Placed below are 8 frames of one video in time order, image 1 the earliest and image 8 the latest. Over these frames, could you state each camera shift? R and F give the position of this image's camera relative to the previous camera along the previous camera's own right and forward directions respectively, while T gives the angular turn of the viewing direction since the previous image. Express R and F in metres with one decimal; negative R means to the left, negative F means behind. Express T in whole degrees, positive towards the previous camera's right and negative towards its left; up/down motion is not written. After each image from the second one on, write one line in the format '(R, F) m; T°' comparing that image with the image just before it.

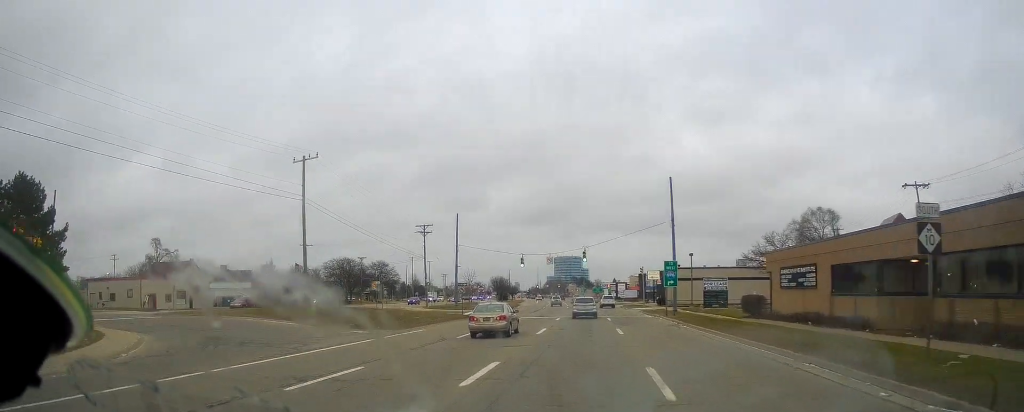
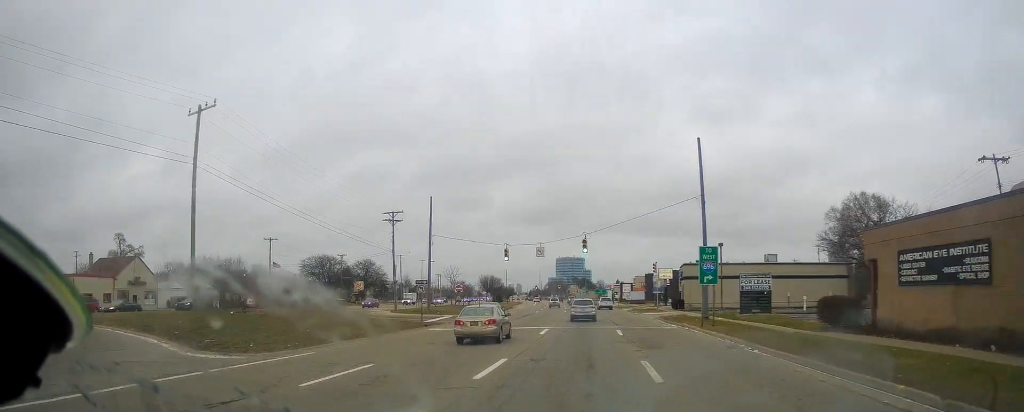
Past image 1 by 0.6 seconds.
(0.0, +14.1) m; +1°
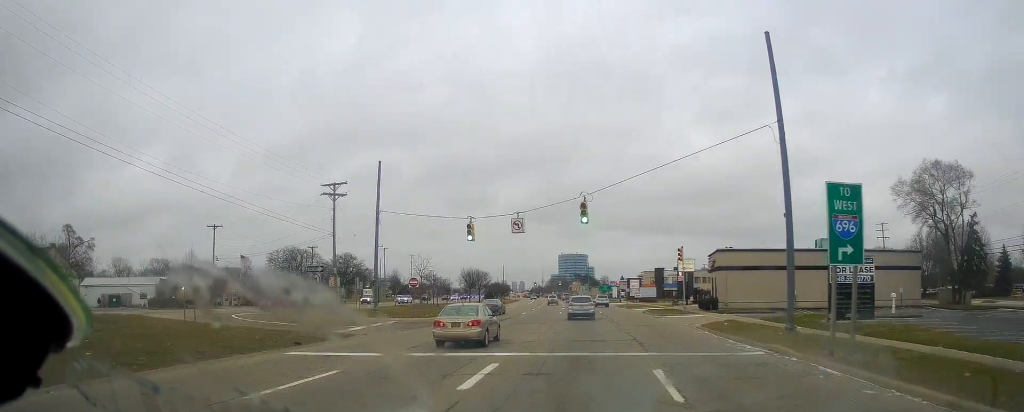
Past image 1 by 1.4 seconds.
(+0.1, +17.1) m; 0°
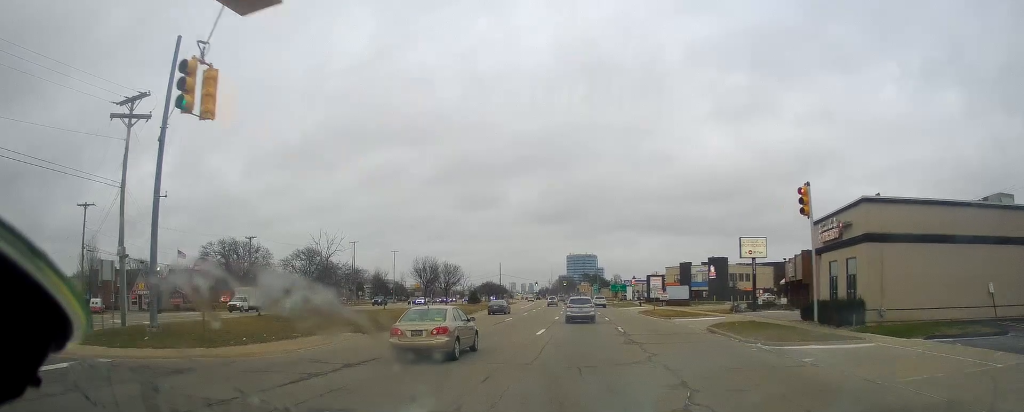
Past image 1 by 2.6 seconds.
(-0.4, +27.6) m; -2°
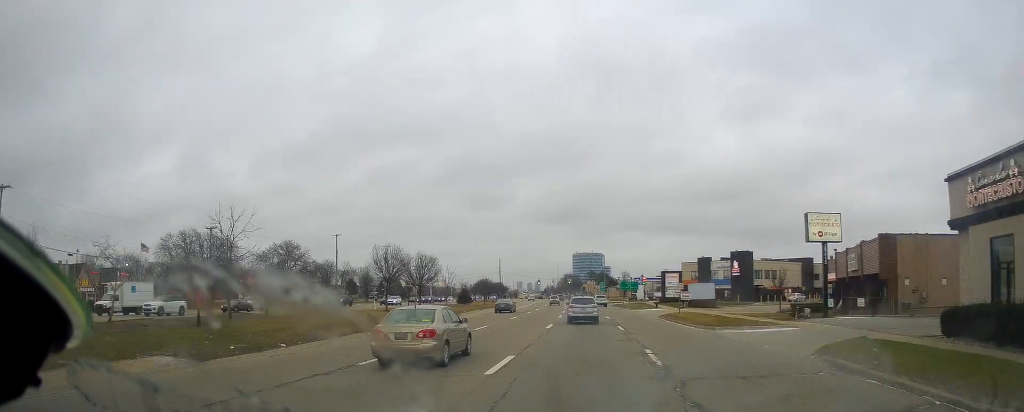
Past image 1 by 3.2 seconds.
(-0.2, +13.5) m; -1°
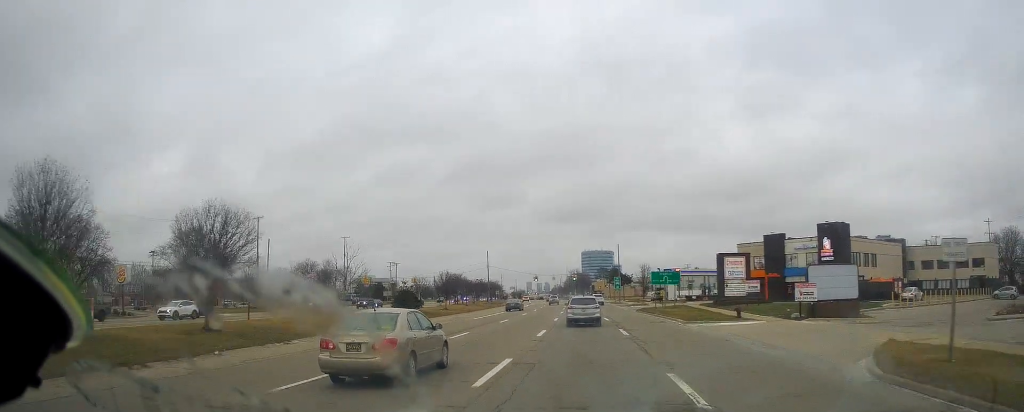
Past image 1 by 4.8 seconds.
(0.0, +36.0) m; -1°
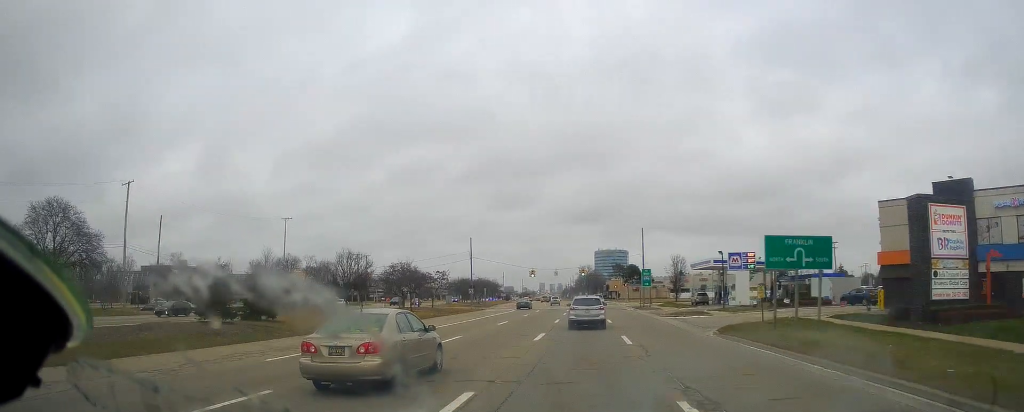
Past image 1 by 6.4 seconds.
(-0.6, +34.3) m; -1°
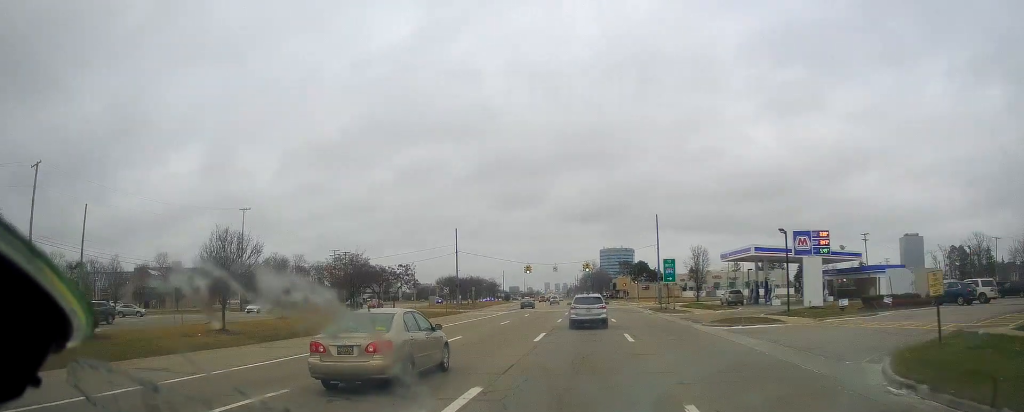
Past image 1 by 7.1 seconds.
(+0.1, +15.7) m; -1°
